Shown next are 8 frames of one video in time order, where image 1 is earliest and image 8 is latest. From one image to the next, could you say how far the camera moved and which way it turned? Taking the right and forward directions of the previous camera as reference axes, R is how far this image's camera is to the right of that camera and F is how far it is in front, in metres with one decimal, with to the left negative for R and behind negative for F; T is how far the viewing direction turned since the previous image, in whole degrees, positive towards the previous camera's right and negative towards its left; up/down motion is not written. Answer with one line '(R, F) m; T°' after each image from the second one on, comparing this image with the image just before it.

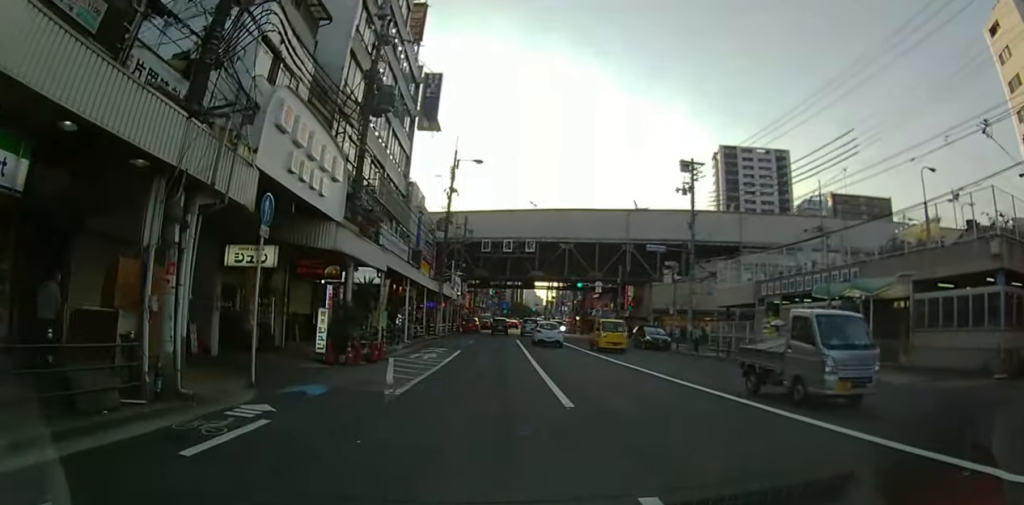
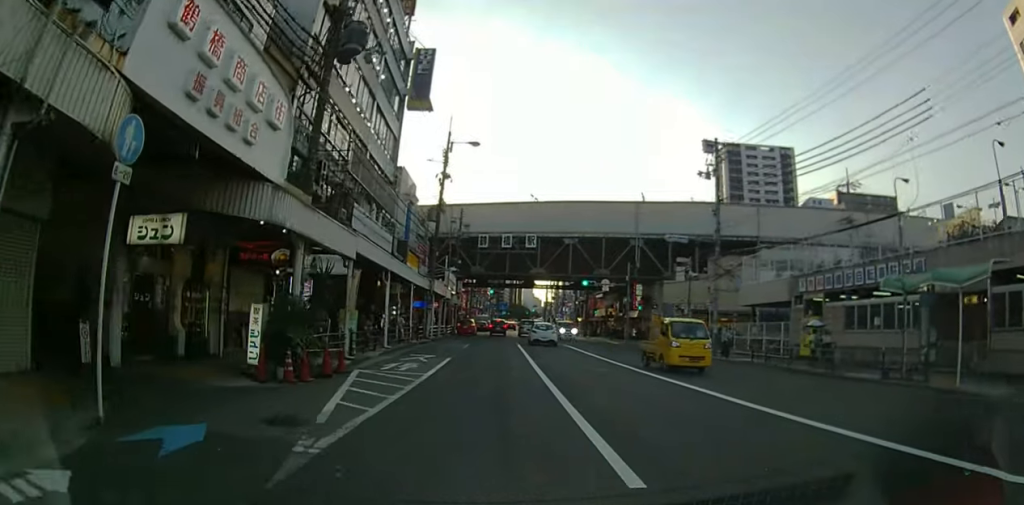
(0.0, +3.8) m; 0°
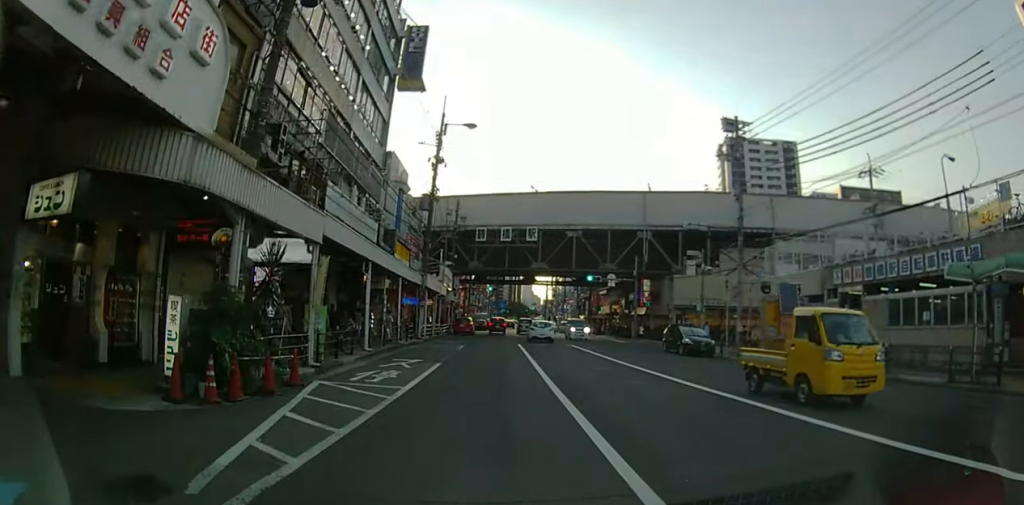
(0.0, +3.1) m; 0°
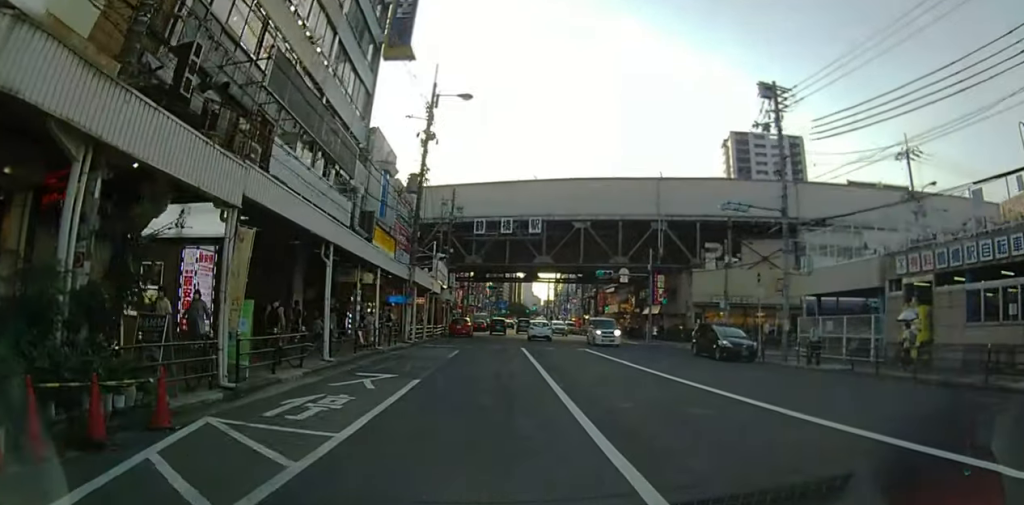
(0.0, +4.6) m; +1°
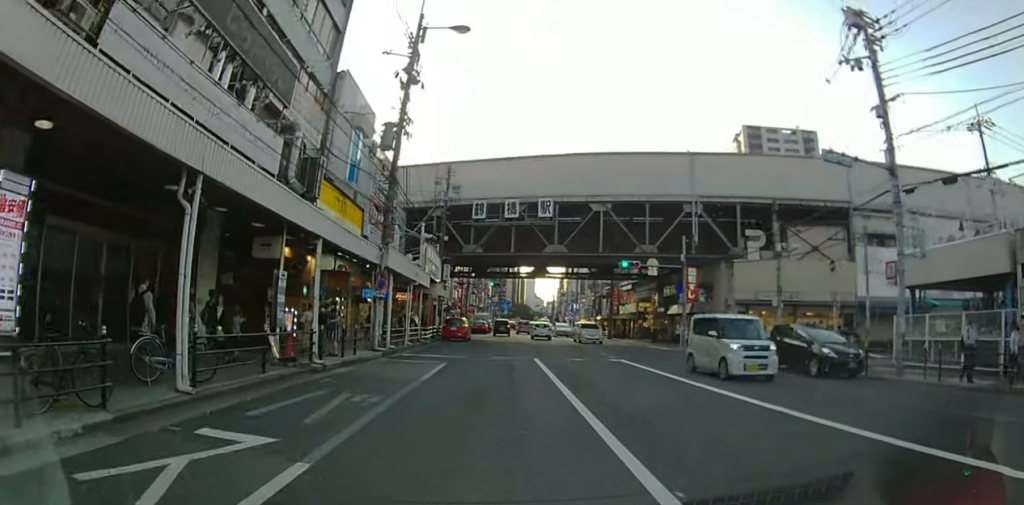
(+0.2, +7.6) m; +2°
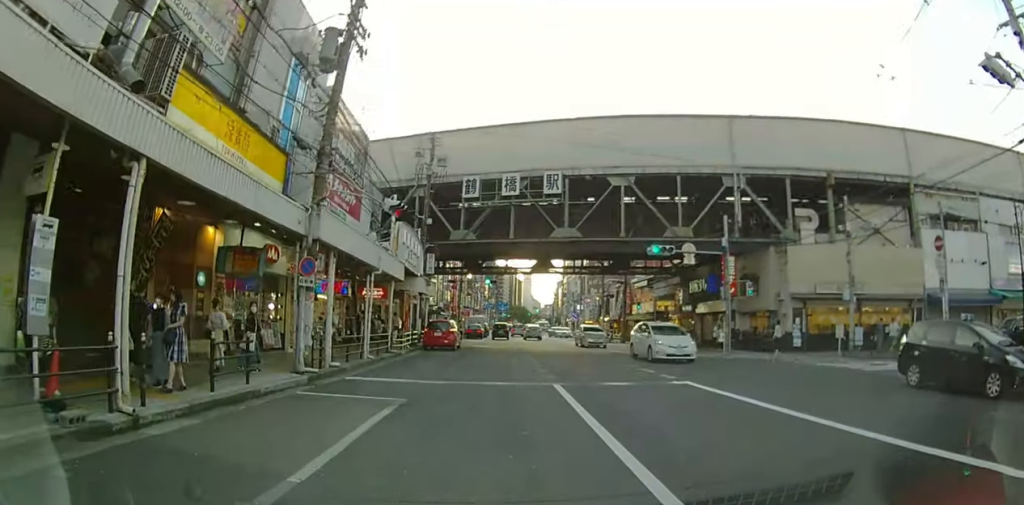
(0.0, +8.0) m; 0°
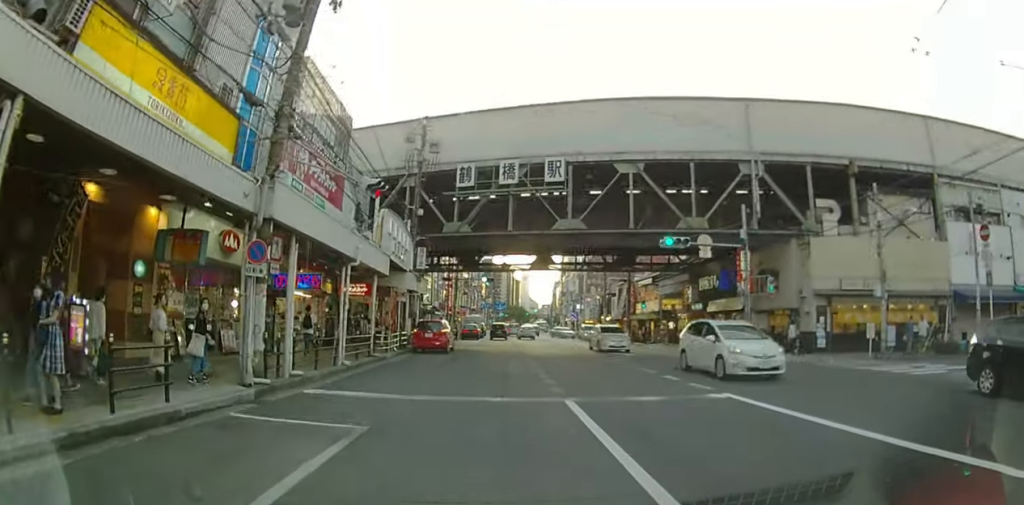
(0.0, +2.7) m; 0°
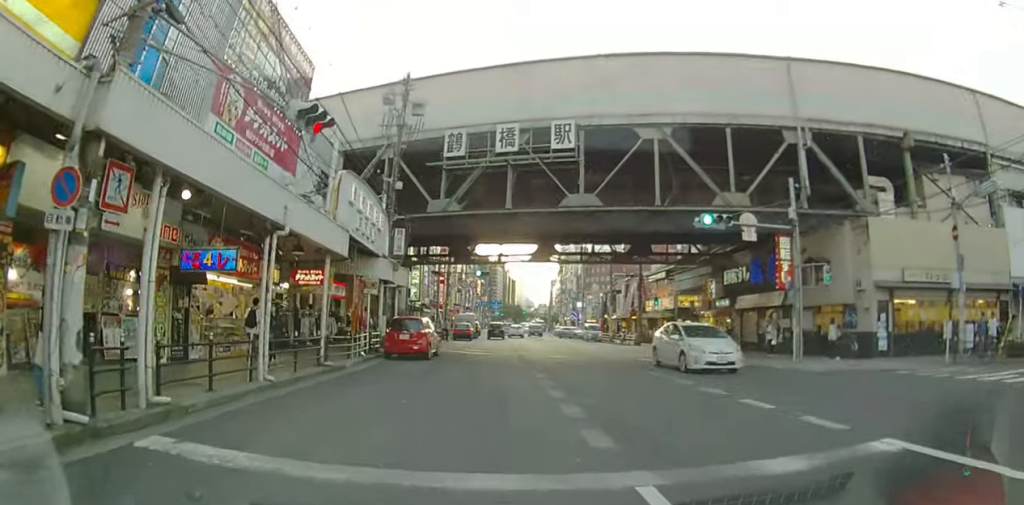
(0.0, +5.2) m; 0°
